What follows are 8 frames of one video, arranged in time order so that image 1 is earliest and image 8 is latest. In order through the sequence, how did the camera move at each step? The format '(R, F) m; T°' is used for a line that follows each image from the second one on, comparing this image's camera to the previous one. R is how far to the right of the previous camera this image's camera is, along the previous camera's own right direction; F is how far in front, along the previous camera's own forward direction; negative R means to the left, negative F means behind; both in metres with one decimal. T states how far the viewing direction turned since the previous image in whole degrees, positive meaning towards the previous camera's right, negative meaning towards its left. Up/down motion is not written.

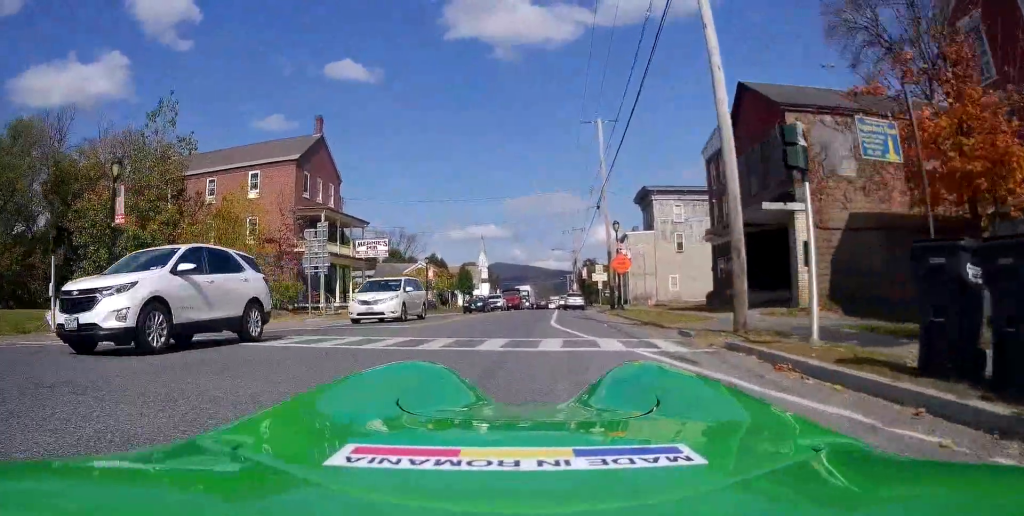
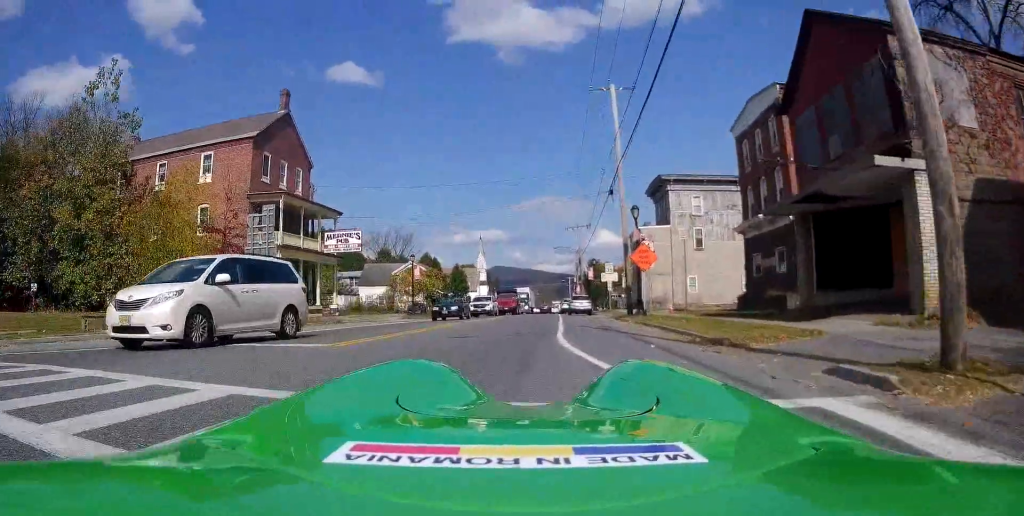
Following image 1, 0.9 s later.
(-0.3, +6.6) m; 0°
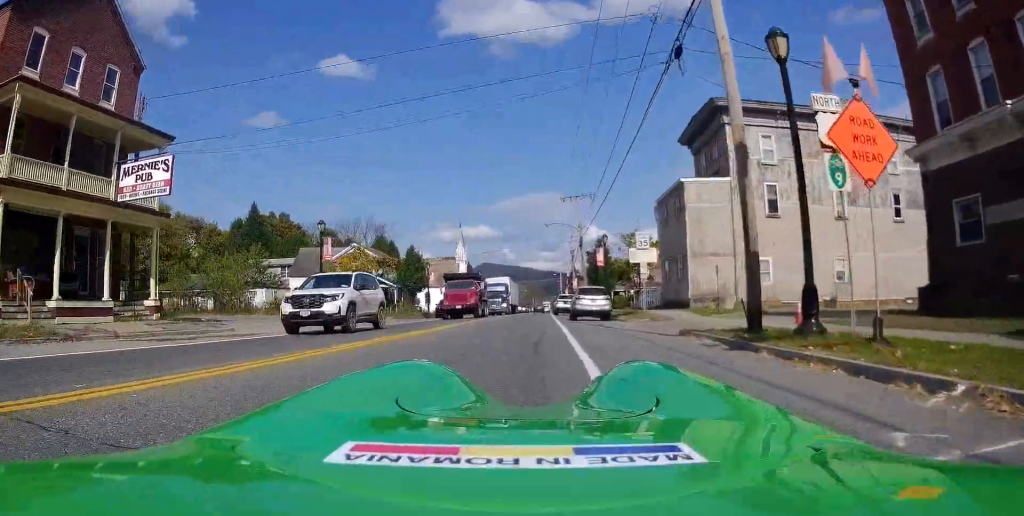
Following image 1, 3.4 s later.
(+1.3, +18.4) m; +2°
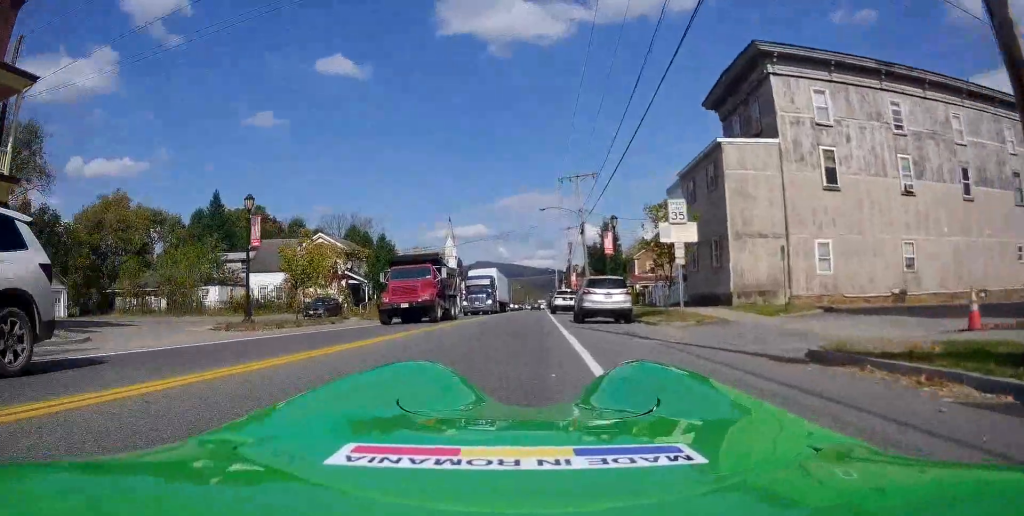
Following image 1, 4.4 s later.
(0.0, +7.7) m; 0°
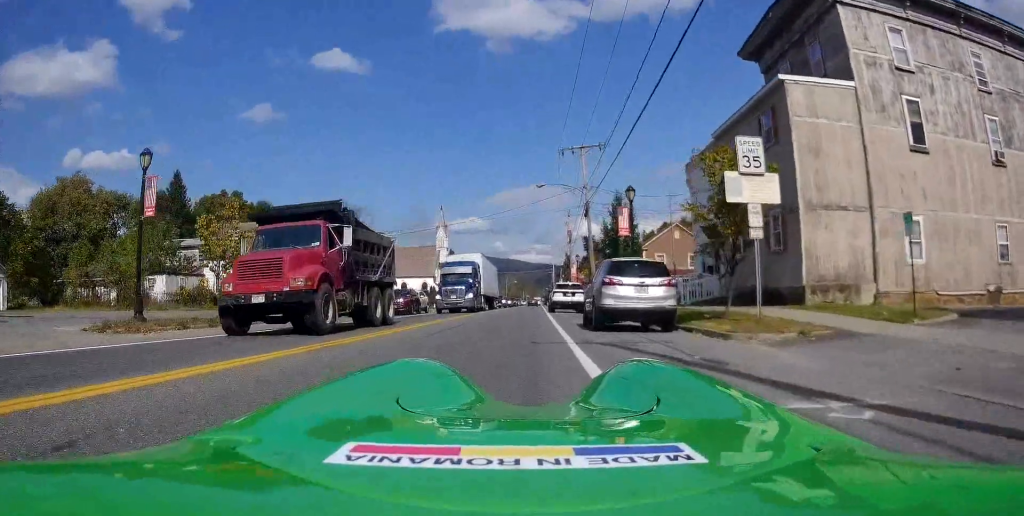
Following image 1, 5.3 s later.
(+0.1, +6.5) m; -2°
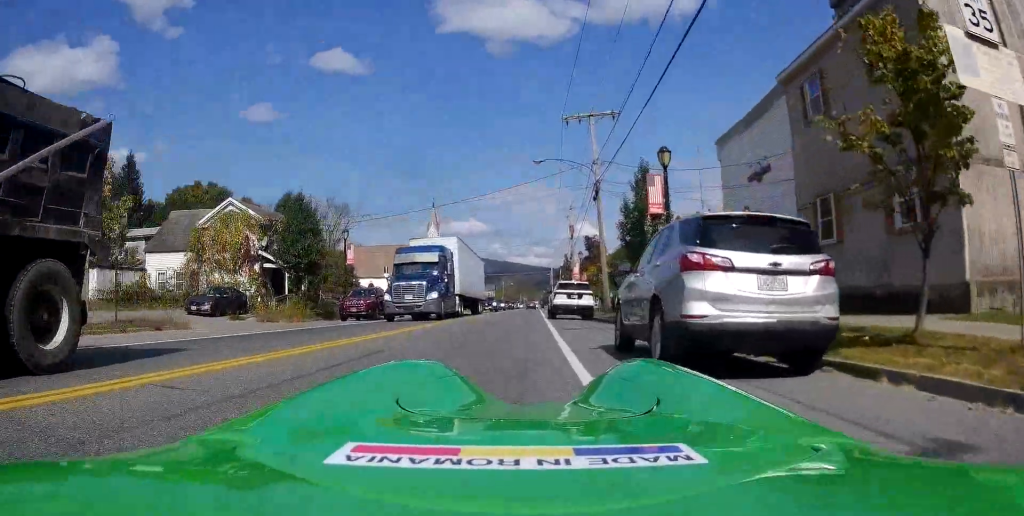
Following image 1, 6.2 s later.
(-0.3, +6.9) m; -1°
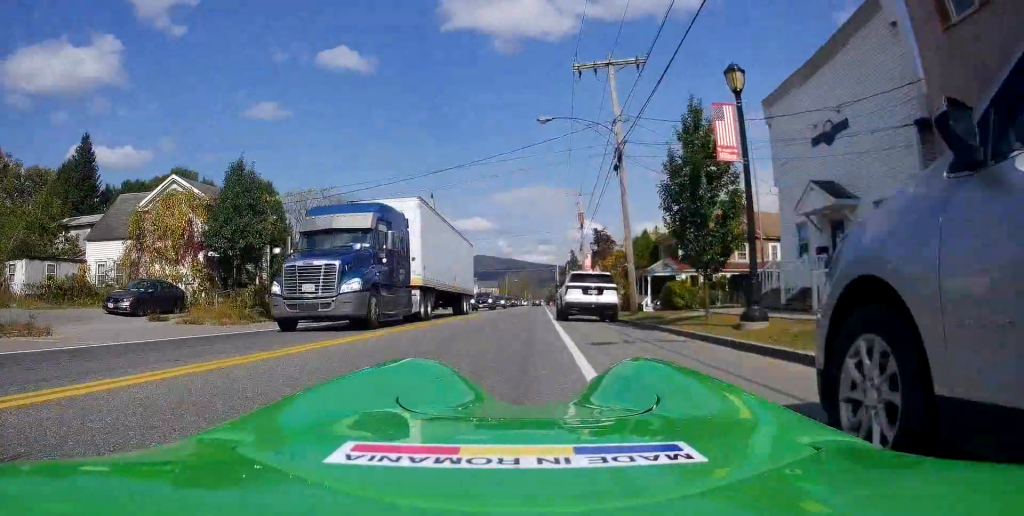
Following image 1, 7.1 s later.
(+0.1, +6.1) m; -1°
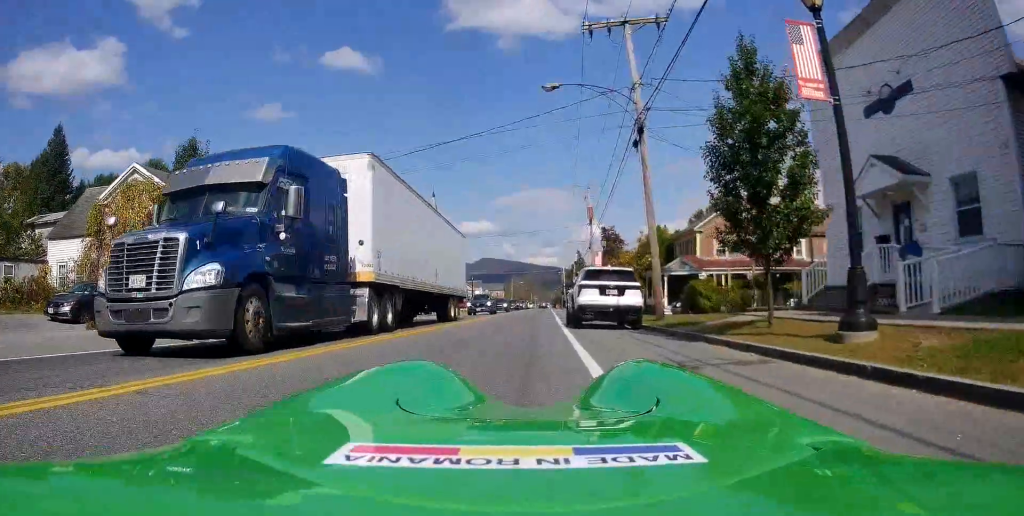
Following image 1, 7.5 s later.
(+0.1, +3.4) m; 0°
